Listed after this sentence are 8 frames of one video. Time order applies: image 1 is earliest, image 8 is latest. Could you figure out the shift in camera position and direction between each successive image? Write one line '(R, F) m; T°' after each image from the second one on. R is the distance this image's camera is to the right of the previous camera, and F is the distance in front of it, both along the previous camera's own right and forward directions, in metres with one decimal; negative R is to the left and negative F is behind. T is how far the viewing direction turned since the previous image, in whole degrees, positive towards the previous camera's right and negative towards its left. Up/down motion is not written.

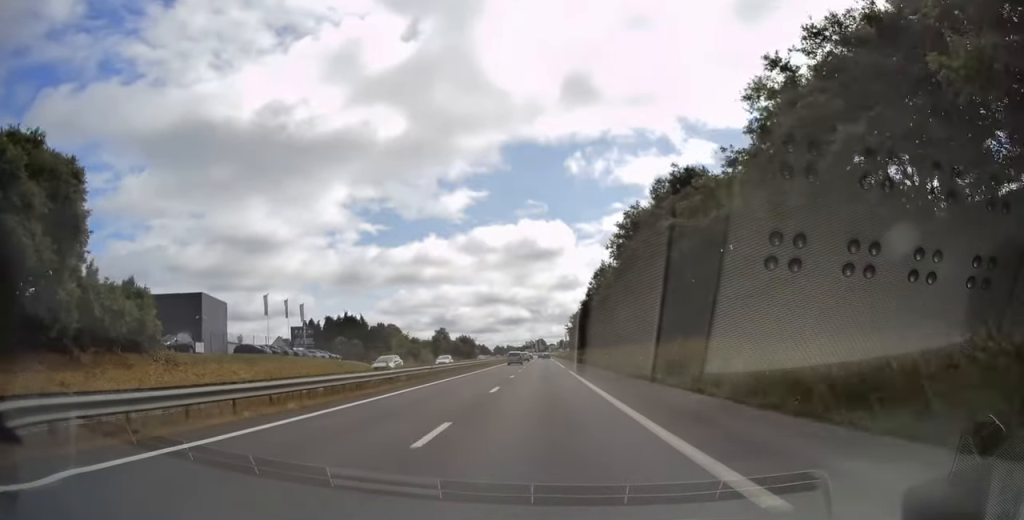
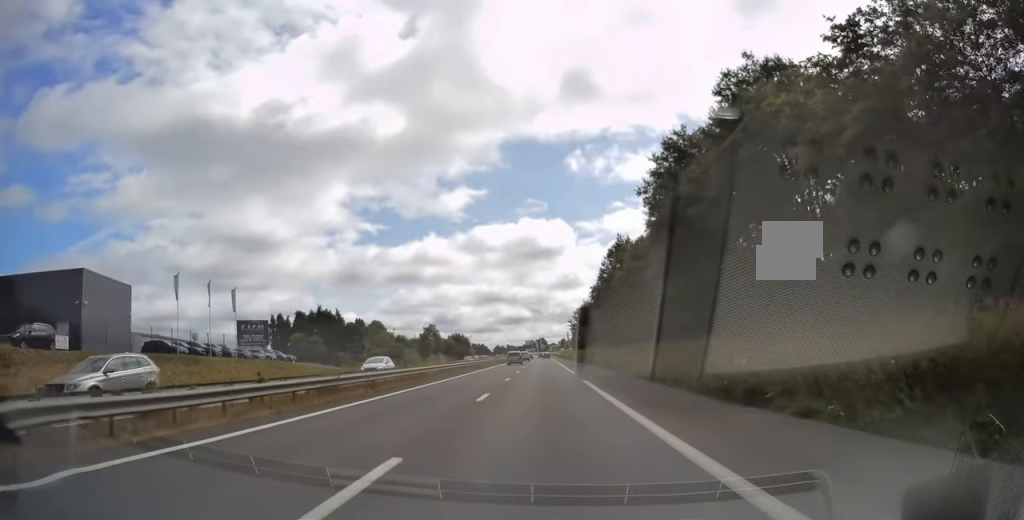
(0.0, +16.4) m; 0°
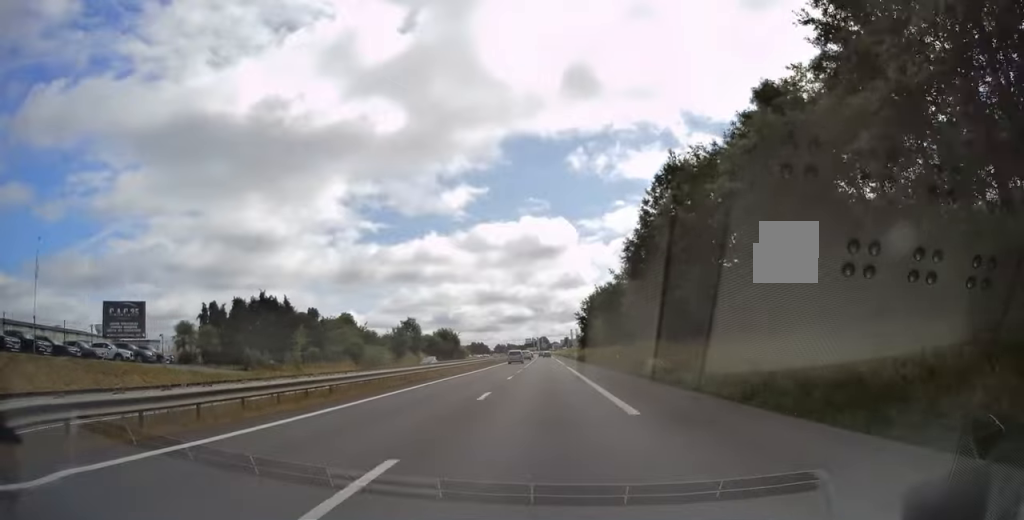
(0.0, +25.1) m; 0°
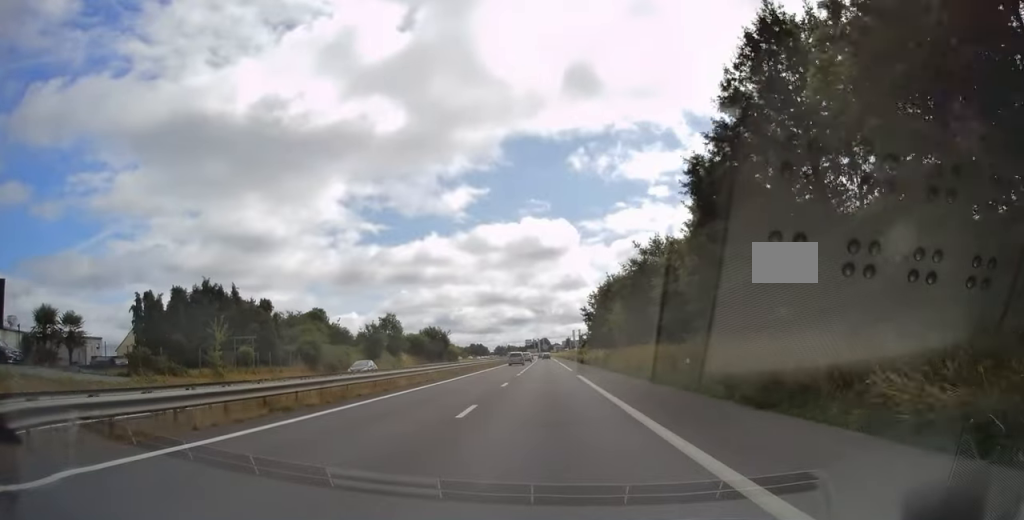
(0.0, +16.9) m; 0°
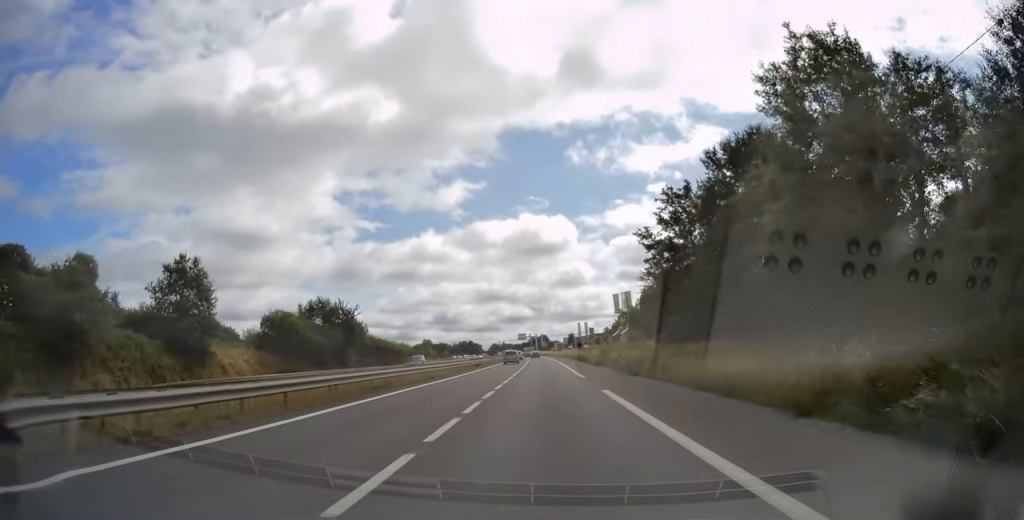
(-0.7, +63.1) m; -1°
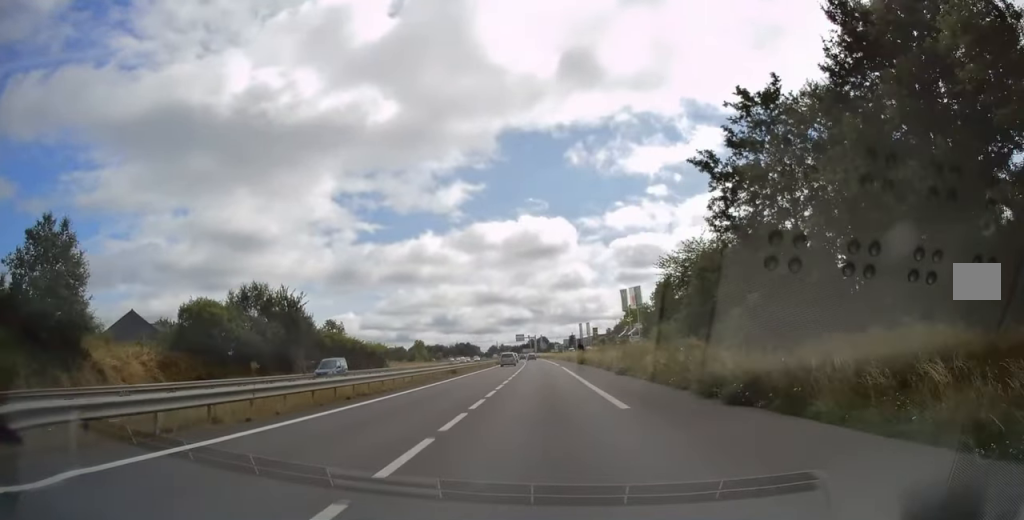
(-0.1, +15.4) m; 0°
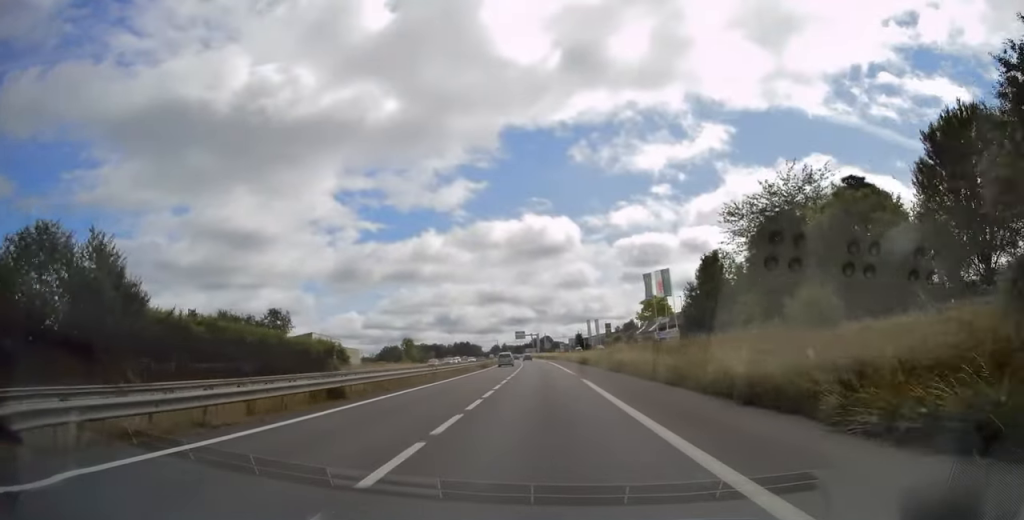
(+0.3, +26.2) m; +1°
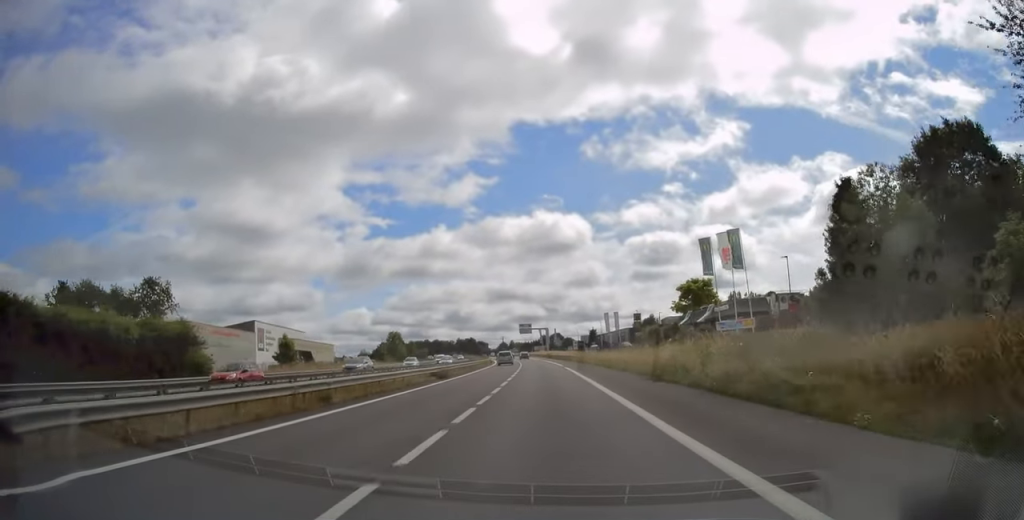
(-0.1, +32.8) m; -1°
